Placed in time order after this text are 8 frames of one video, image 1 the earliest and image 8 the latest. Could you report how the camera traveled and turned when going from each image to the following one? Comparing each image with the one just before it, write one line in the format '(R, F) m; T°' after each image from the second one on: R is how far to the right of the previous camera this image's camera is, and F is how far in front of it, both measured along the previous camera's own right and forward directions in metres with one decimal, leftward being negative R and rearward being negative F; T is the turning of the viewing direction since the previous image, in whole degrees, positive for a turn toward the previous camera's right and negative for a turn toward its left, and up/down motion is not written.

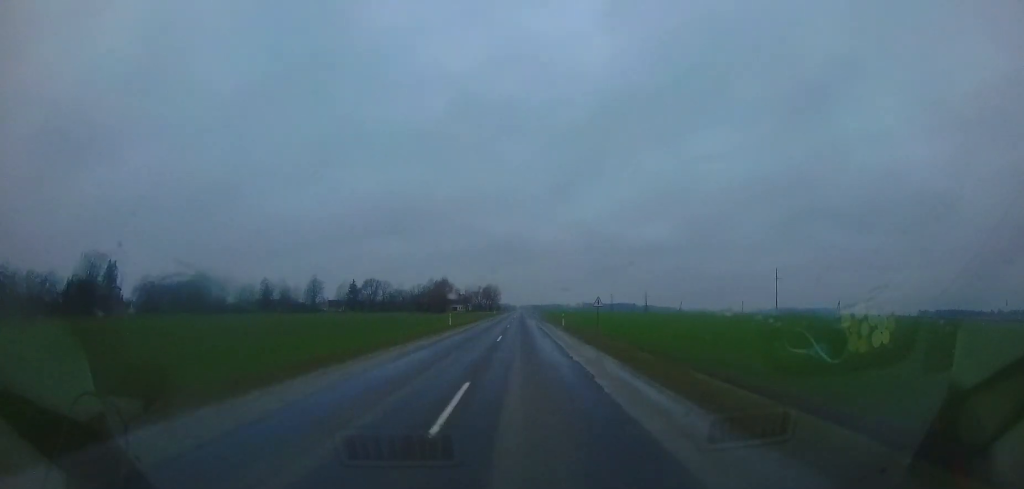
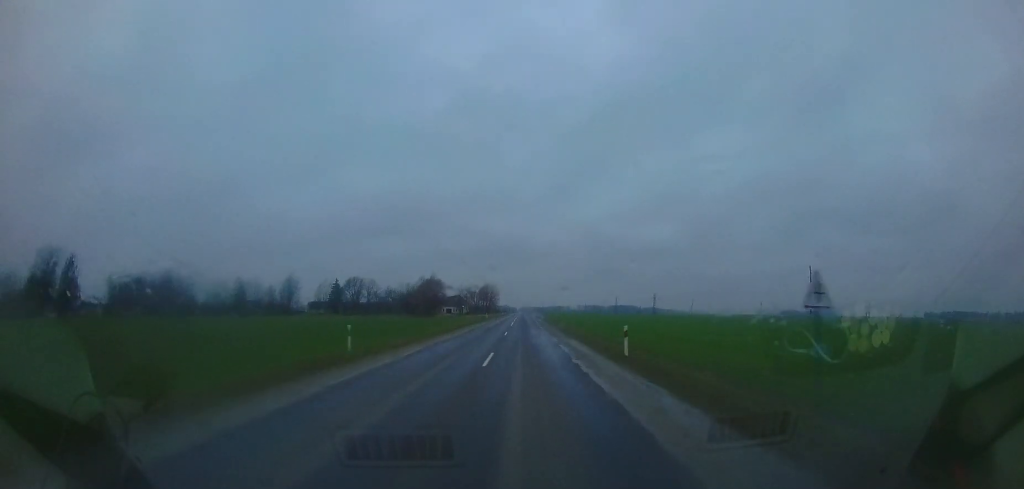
(+0.1, +18.4) m; 0°
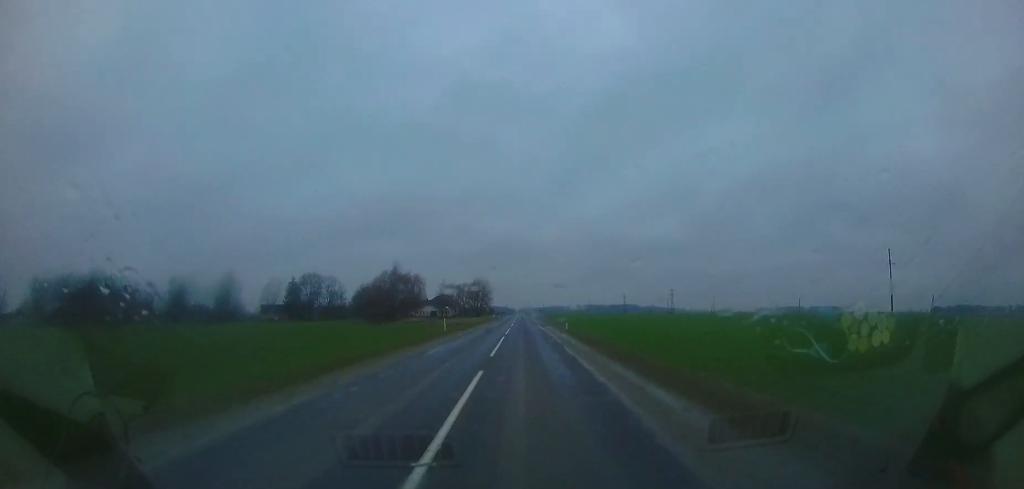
(-0.2, +33.6) m; 0°
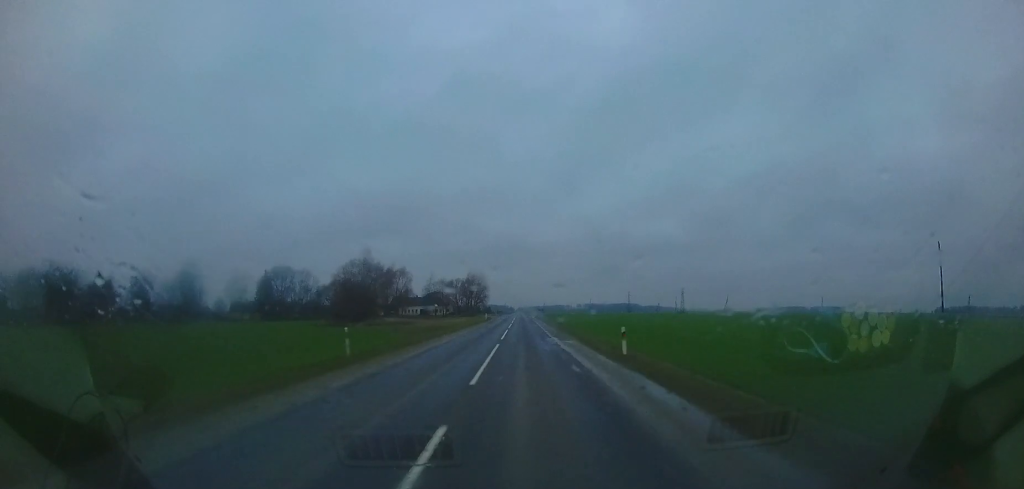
(-0.1, +16.2) m; 0°
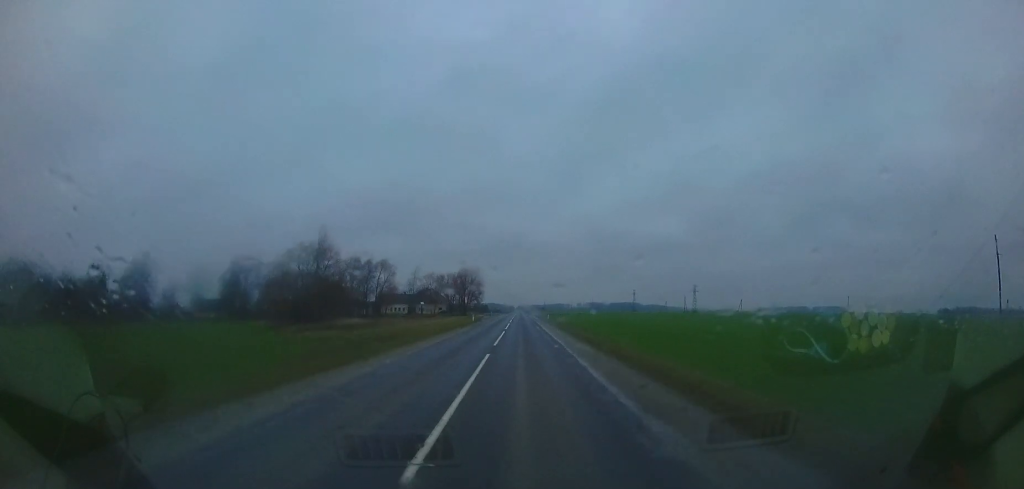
(+0.1, +16.1) m; 0°
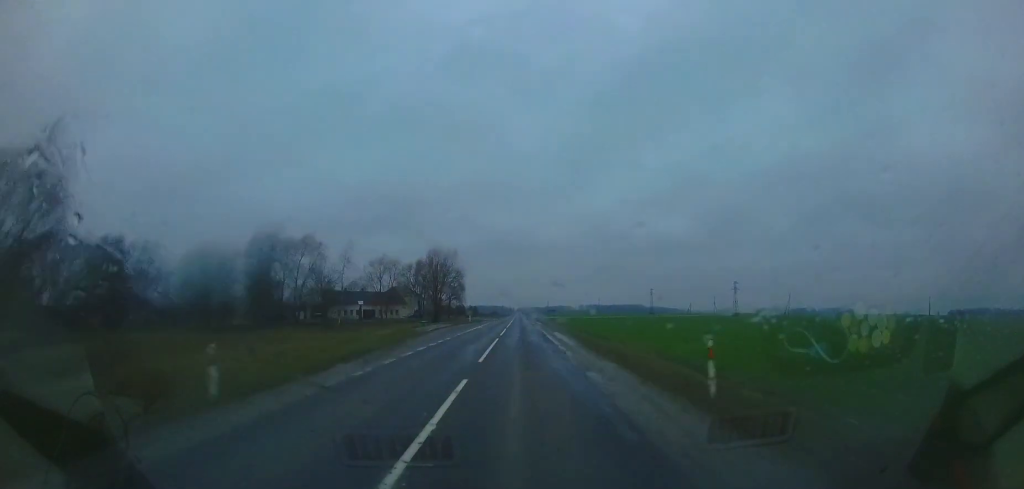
(+0.1, +39.7) m; 0°
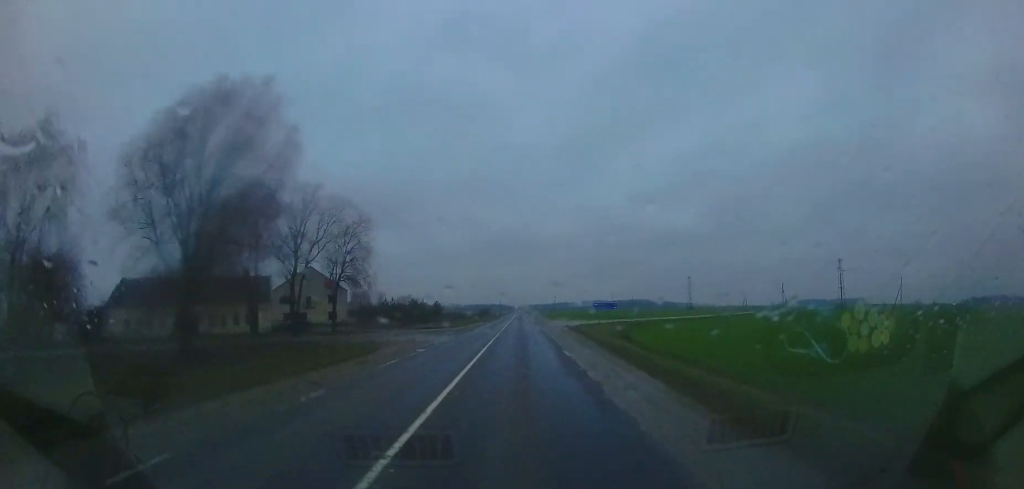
(+0.2, +60.2) m; 0°
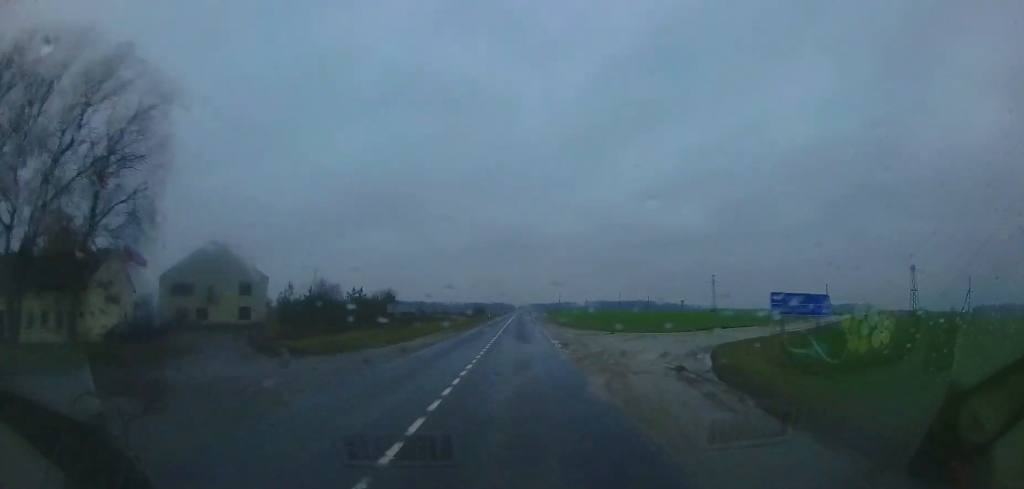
(-0.1, +25.9) m; 0°
